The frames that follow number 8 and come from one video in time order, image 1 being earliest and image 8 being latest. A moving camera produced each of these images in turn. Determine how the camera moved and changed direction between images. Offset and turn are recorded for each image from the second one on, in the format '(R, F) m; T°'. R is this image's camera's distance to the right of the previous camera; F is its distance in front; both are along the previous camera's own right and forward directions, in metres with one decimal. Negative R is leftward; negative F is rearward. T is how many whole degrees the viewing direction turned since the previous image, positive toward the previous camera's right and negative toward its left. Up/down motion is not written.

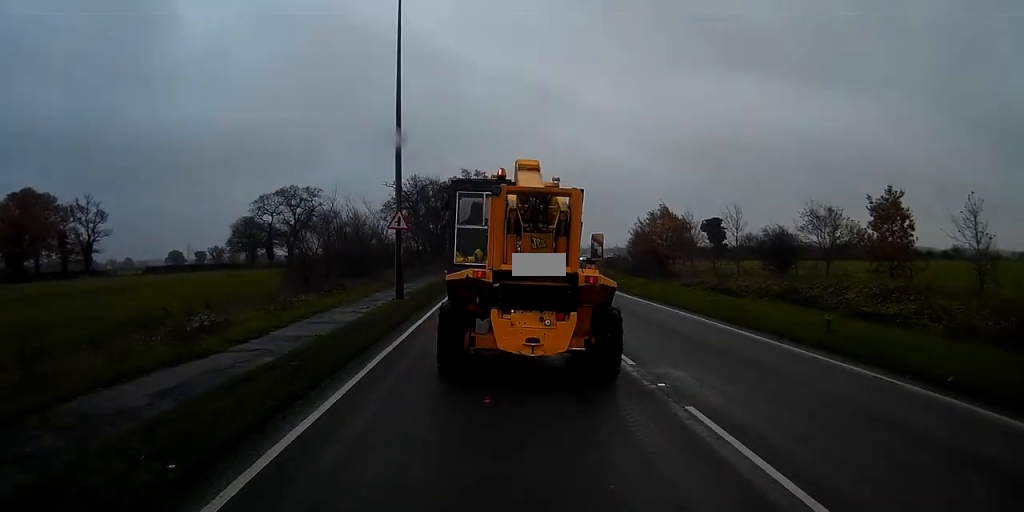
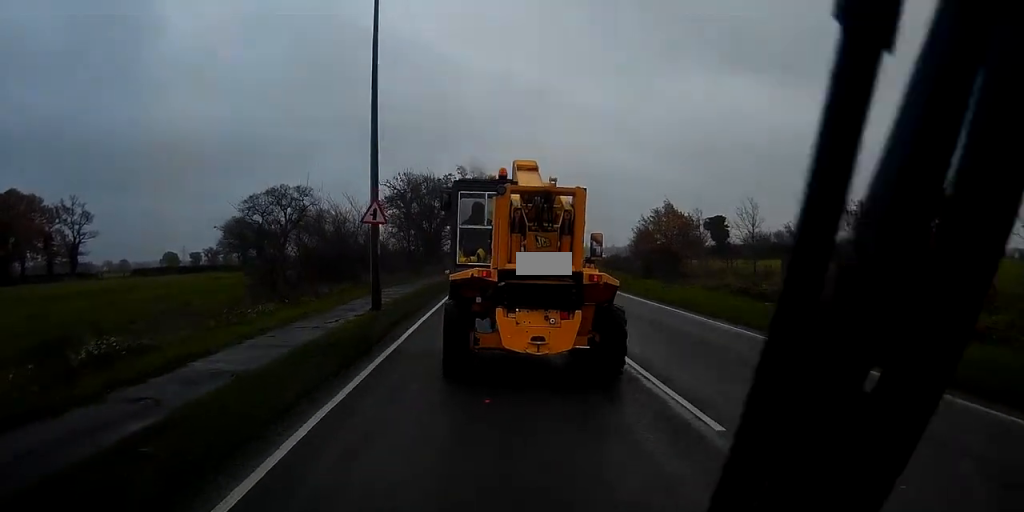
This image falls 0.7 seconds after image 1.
(0.0, +4.2) m; -1°
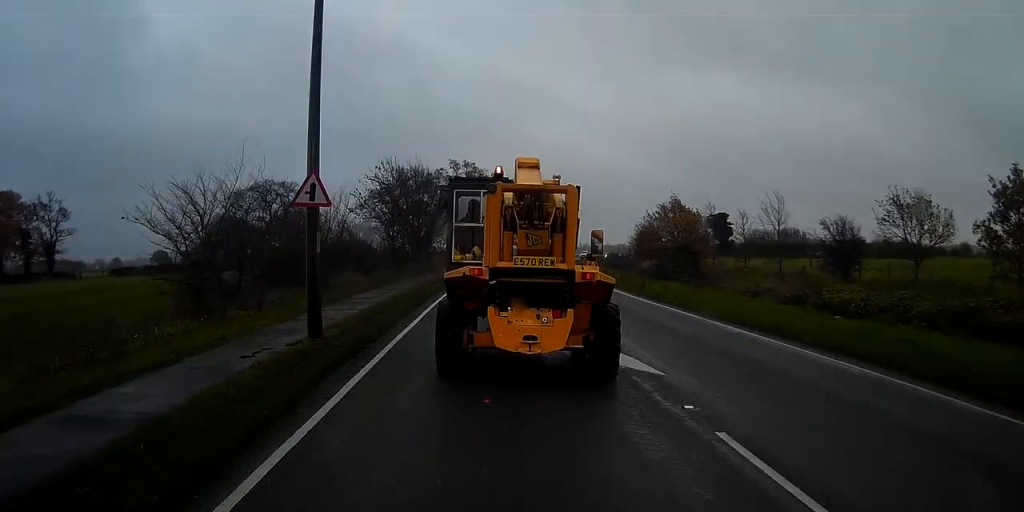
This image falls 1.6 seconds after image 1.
(-0.1, +5.8) m; 0°
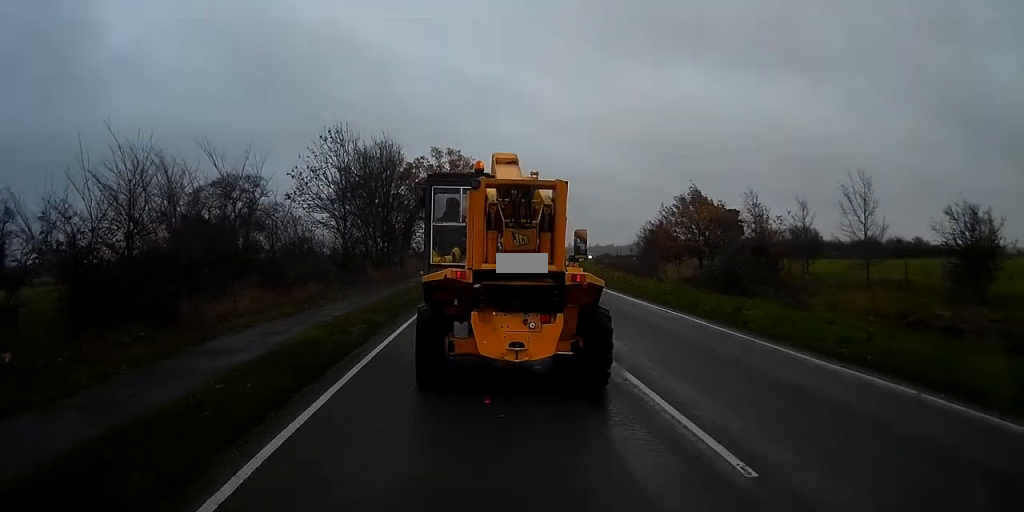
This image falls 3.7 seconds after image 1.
(+0.5, +13.2) m; +4°
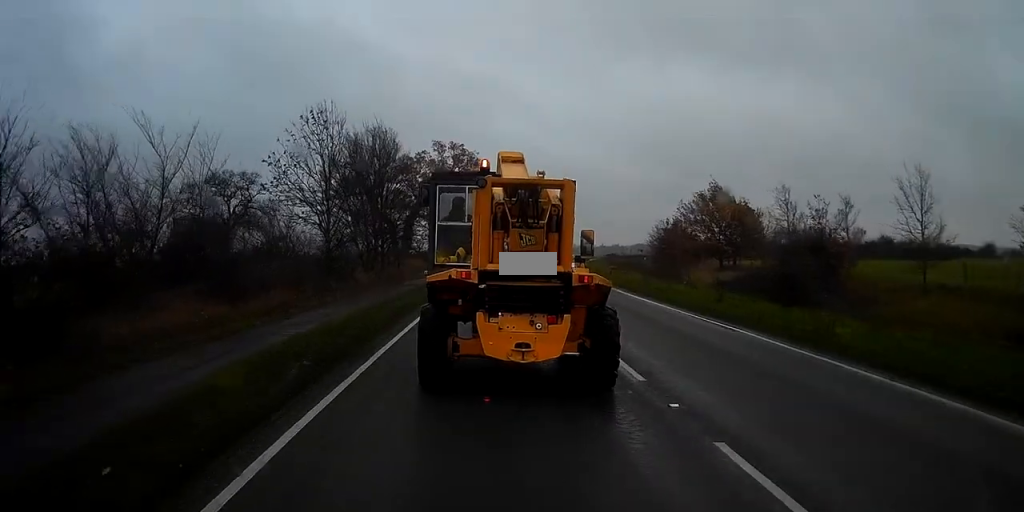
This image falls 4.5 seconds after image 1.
(+0.1, +5.2) m; +1°
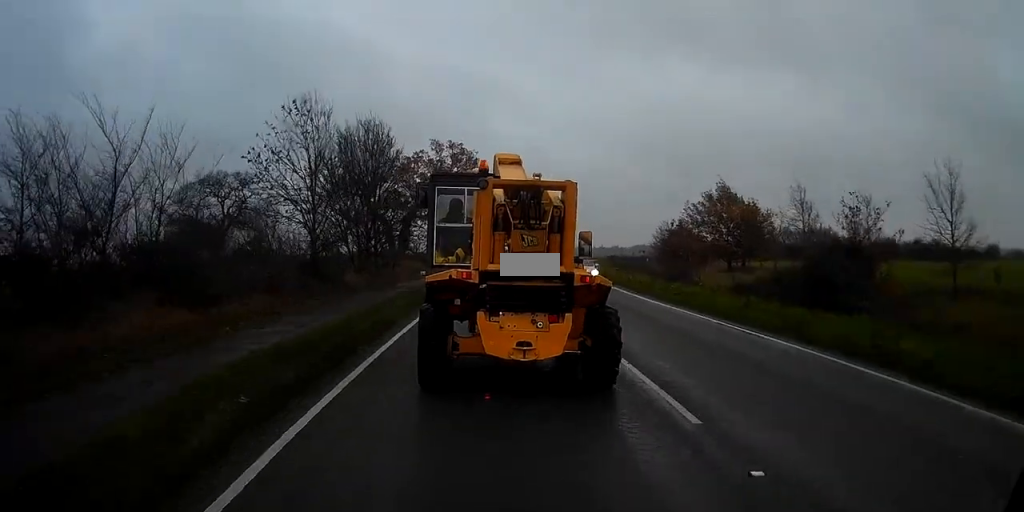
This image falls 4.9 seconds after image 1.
(0.0, +2.6) m; 0°
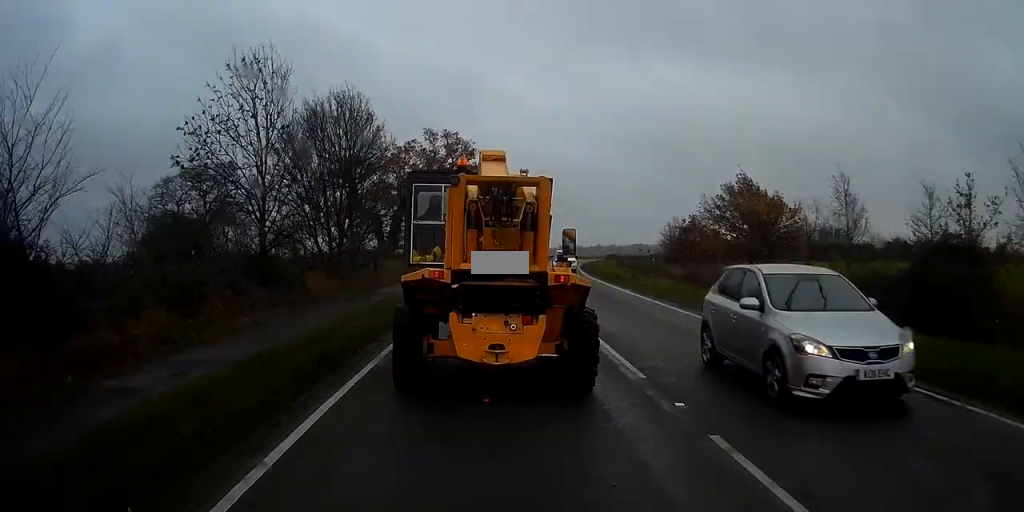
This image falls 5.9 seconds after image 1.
(0.0, +6.7) m; 0°
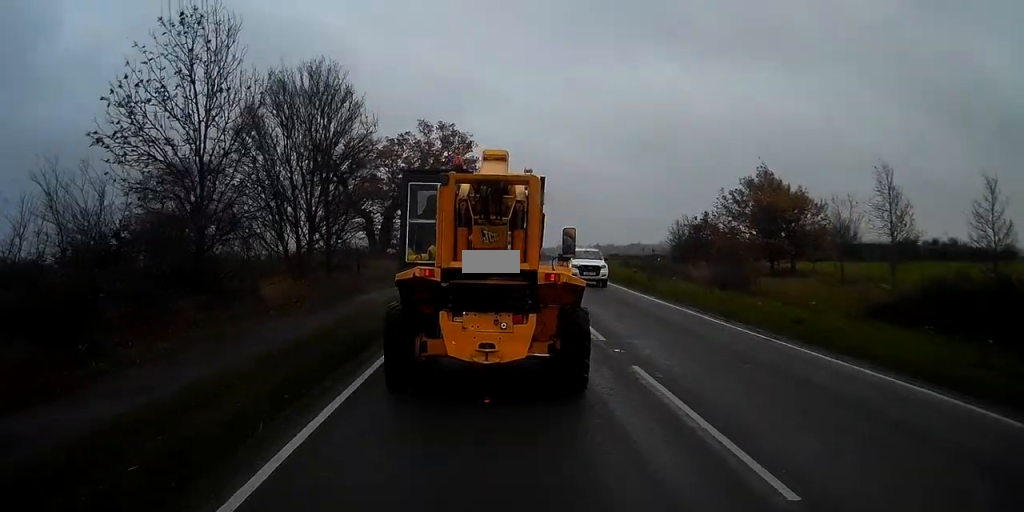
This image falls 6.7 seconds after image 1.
(0.0, +5.3) m; 0°
